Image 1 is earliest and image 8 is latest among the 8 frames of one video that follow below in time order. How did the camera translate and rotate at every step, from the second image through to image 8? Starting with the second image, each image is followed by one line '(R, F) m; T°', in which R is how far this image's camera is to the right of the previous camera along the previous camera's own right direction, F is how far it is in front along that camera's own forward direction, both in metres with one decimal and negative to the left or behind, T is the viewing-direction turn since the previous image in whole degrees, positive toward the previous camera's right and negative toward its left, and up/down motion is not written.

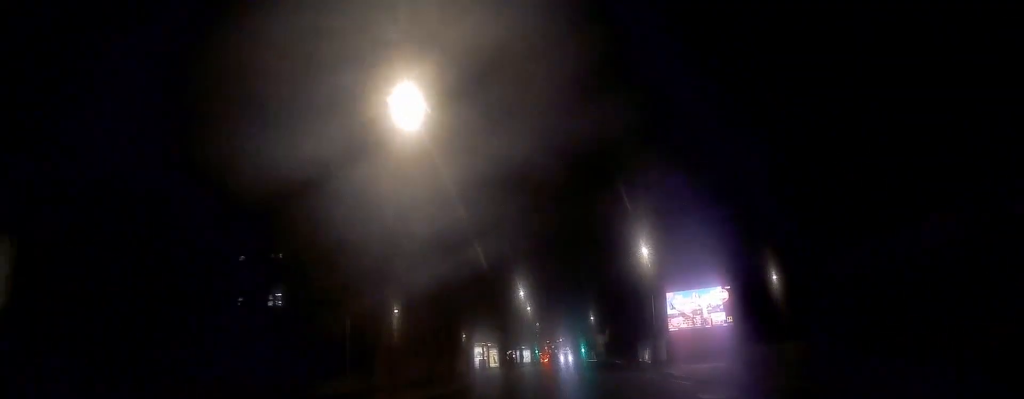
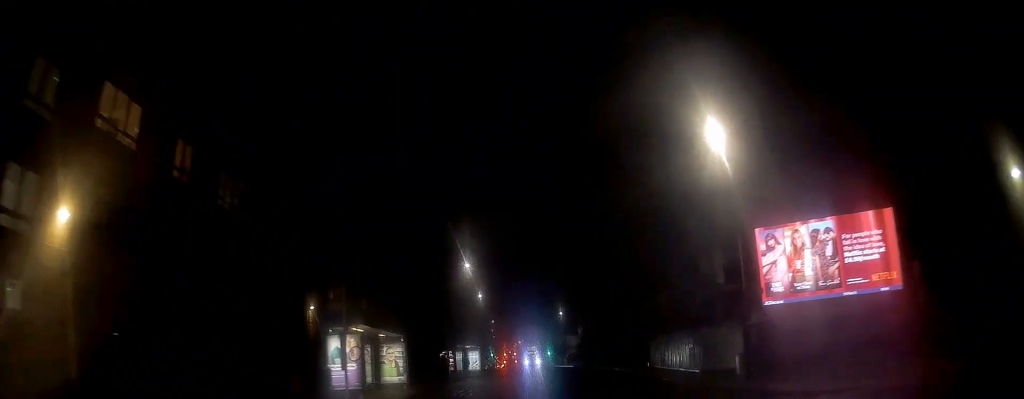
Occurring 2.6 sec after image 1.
(+1.3, +27.0) m; +4°
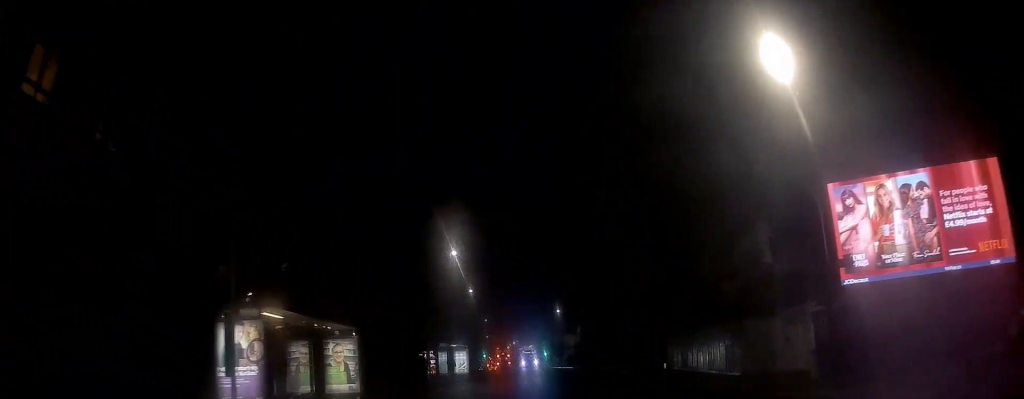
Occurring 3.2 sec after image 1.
(0.0, +7.0) m; 0°
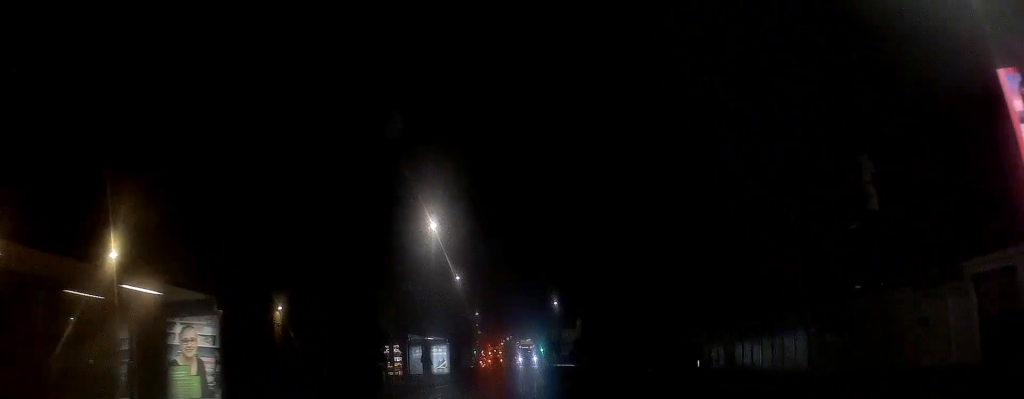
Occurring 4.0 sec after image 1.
(0.0, +9.0) m; +1°
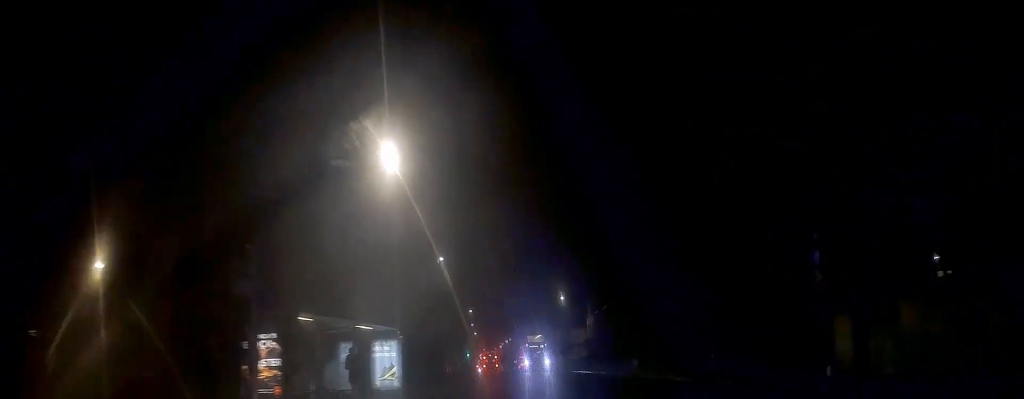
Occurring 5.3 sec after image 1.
(+0.3, +14.4) m; +1°
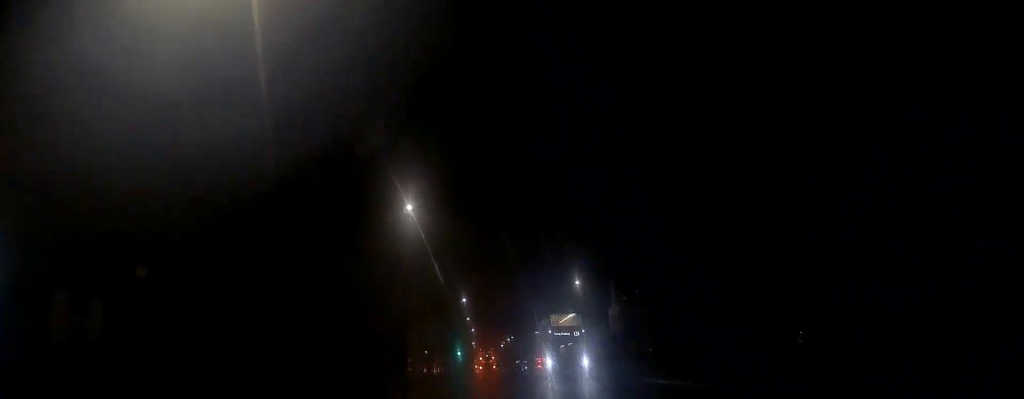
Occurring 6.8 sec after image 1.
(-0.3, +16.9) m; 0°
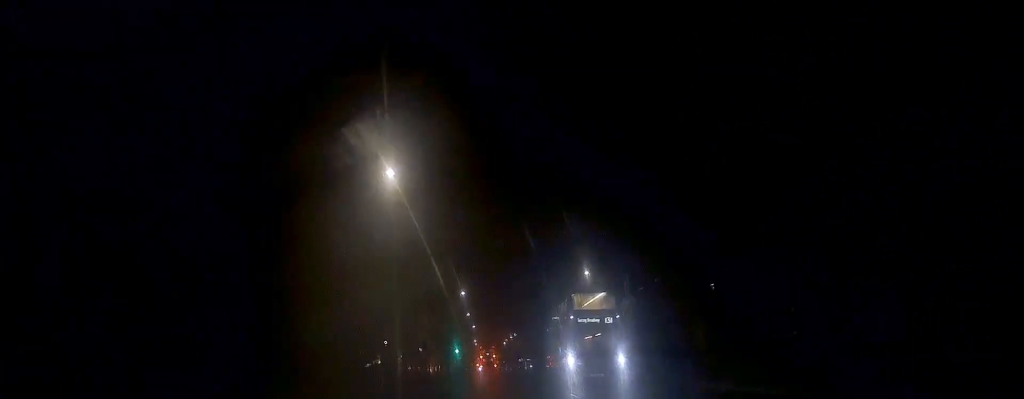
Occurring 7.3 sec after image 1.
(+0.3, +6.3) m; 0°
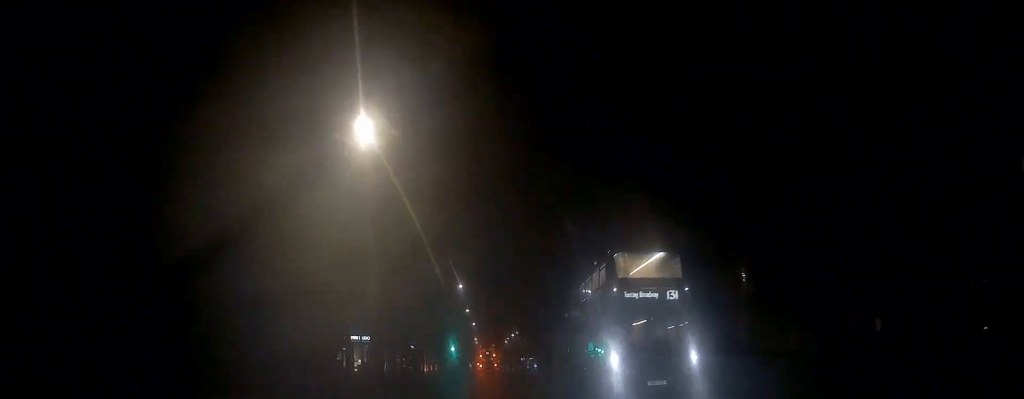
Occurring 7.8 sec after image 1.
(+0.2, +5.9) m; 0°
